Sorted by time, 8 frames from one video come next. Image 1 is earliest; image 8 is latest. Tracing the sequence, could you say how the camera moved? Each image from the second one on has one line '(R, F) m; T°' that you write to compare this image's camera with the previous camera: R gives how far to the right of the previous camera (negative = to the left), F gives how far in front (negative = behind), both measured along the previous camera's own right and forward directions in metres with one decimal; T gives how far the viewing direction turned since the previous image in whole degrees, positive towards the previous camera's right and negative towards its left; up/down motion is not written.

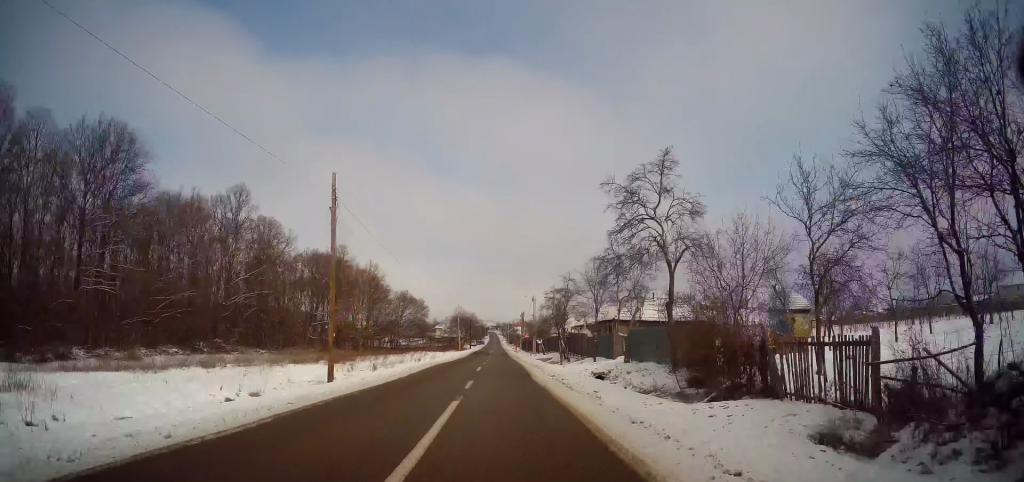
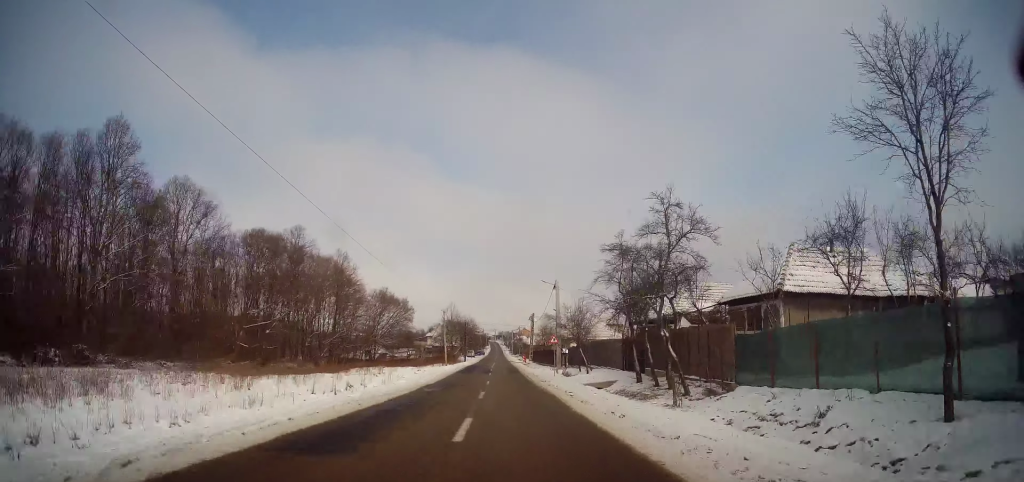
(-0.4, +25.6) m; -1°
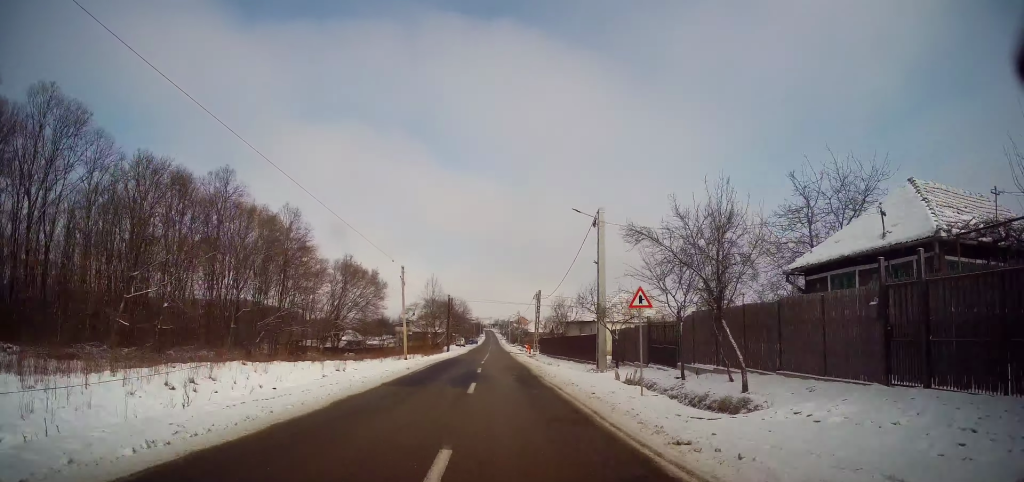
(+0.1, +22.1) m; +1°
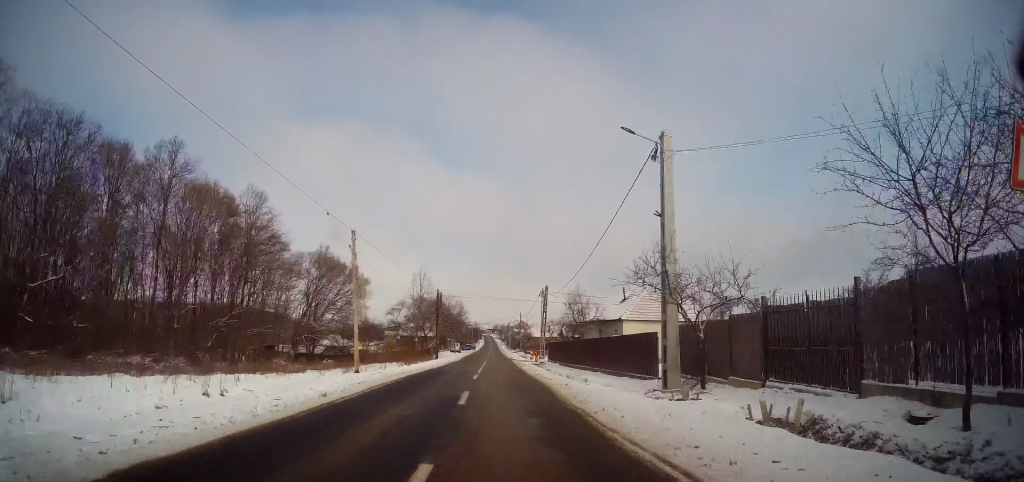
(+0.1, +11.1) m; 0°
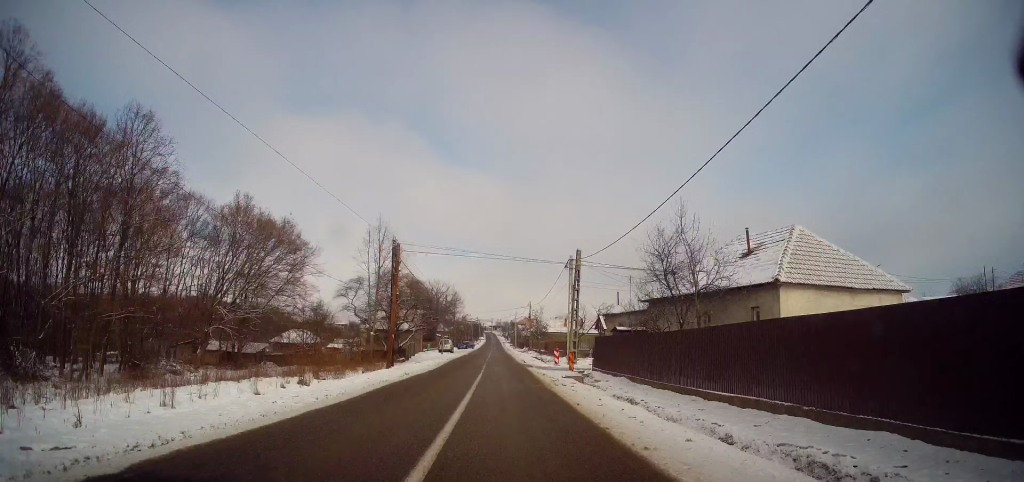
(-0.3, +22.8) m; -1°
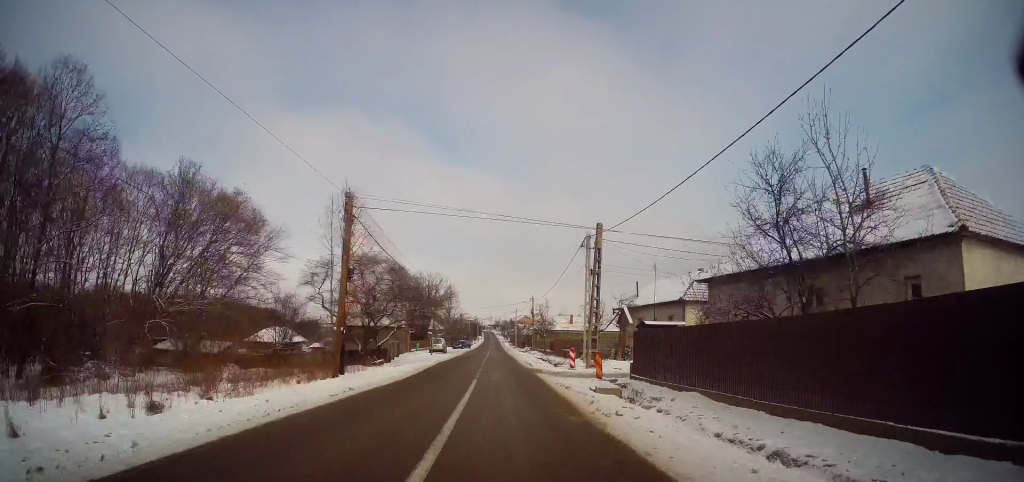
(-0.2, +8.6) m; 0°
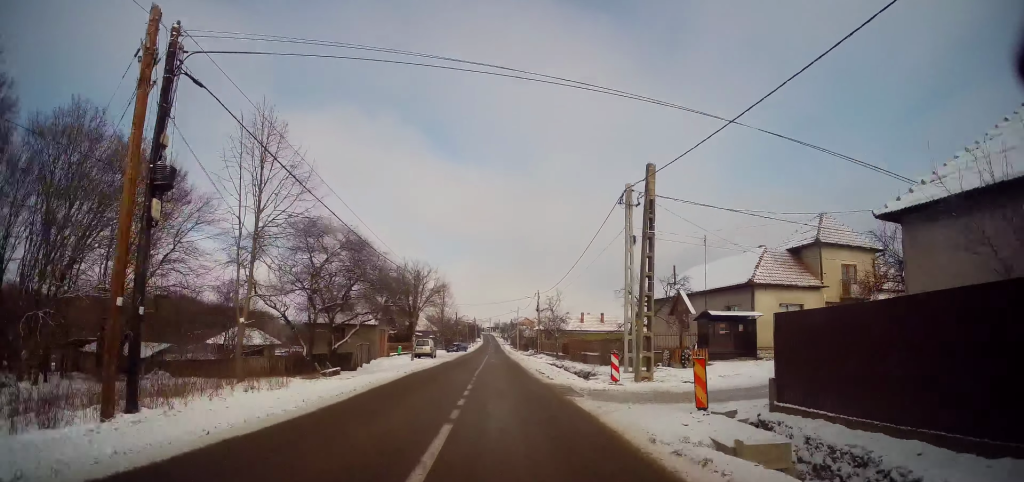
(+0.2, +11.1) m; 0°
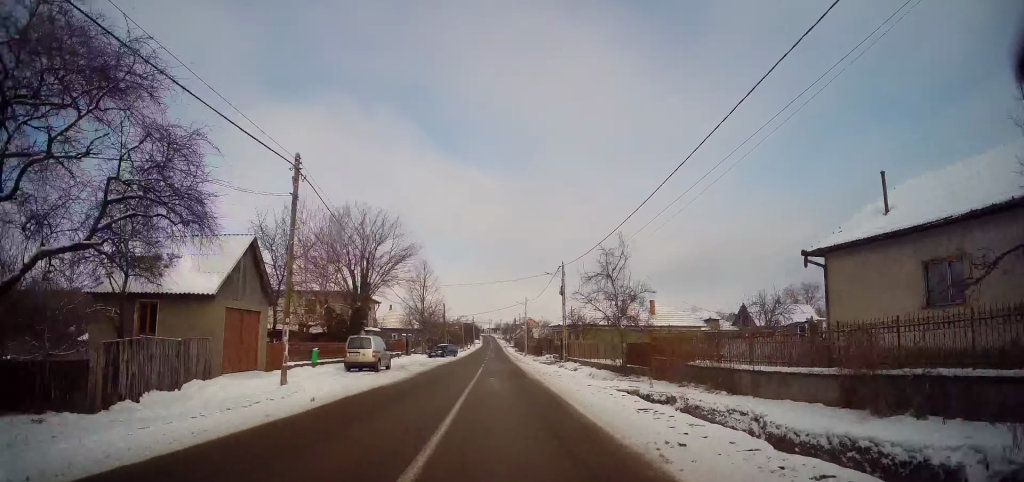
(-0.1, +23.5) m; 0°
